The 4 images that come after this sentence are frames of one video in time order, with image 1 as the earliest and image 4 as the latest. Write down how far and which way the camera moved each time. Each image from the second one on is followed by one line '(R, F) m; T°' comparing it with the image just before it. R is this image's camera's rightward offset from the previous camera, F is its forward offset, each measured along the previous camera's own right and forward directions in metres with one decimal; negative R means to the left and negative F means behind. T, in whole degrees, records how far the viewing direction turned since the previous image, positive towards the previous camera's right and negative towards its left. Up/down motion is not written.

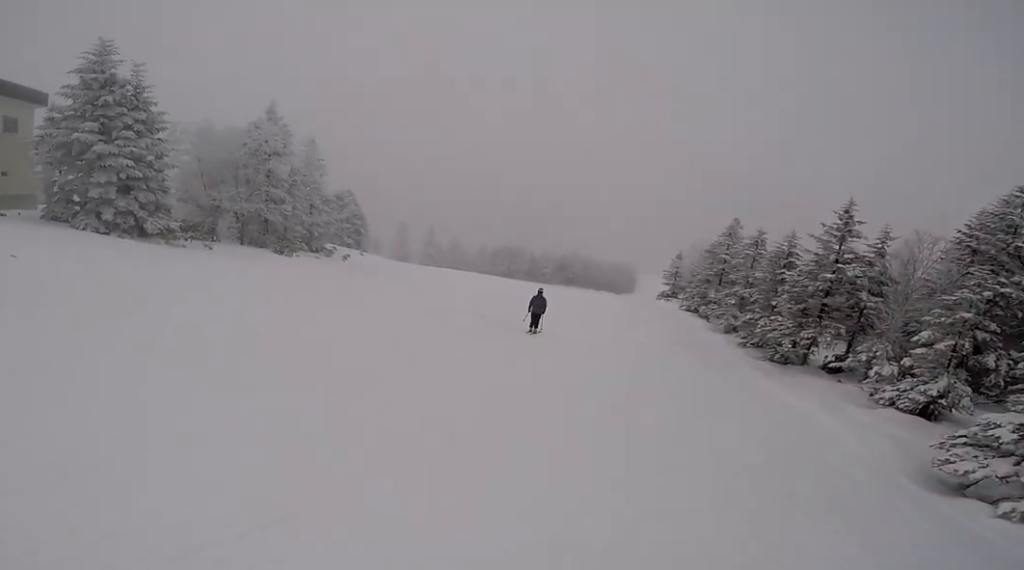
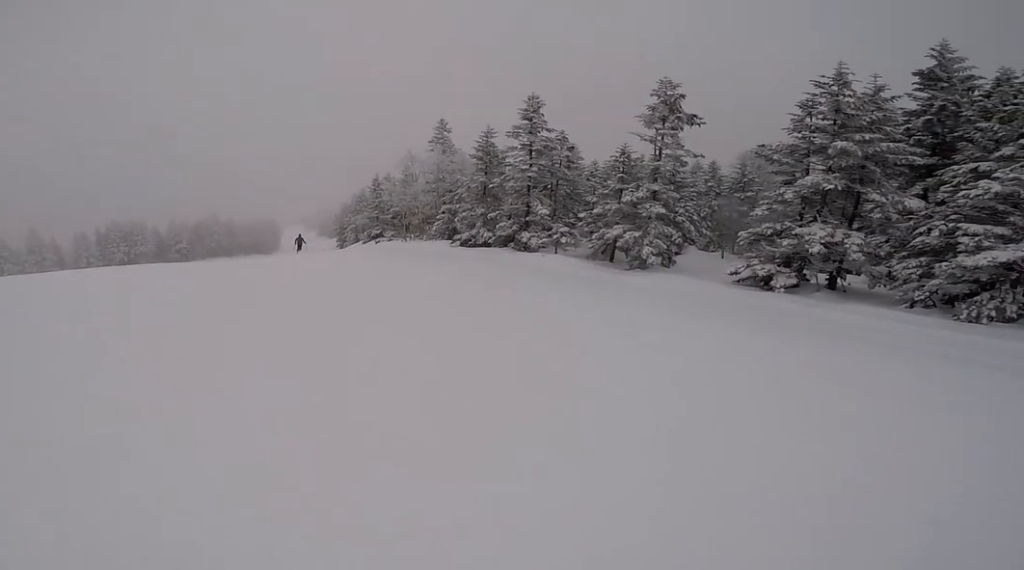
(+6.5, +22.1) m; +26°
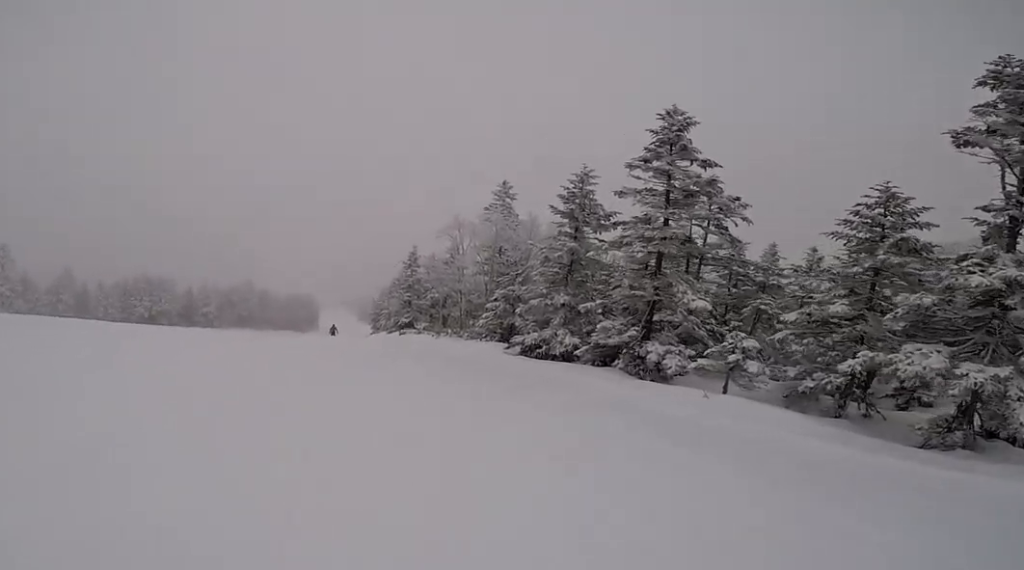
(-0.4, +7.4) m; -21°
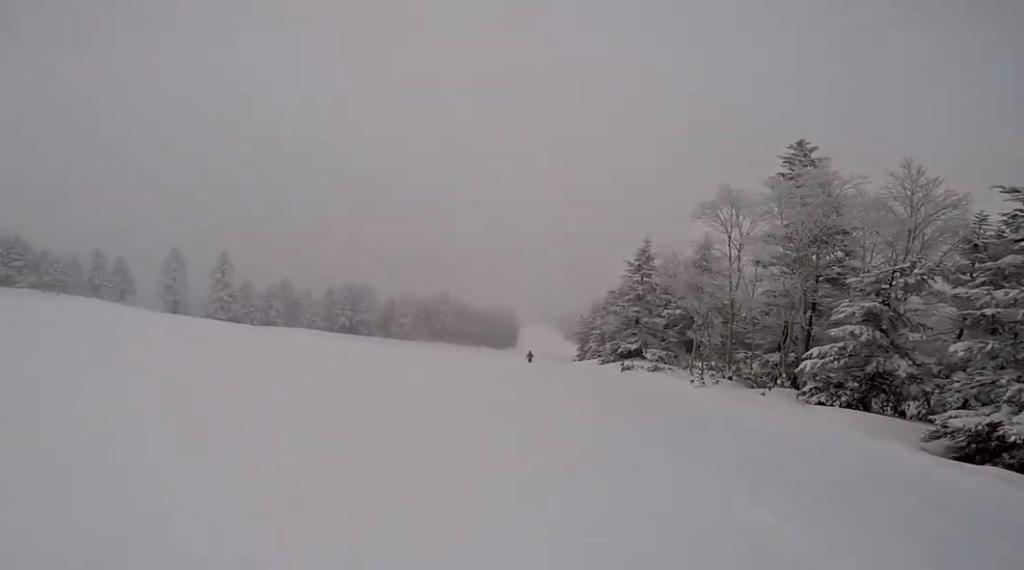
(-1.7, +5.8) m; -16°
